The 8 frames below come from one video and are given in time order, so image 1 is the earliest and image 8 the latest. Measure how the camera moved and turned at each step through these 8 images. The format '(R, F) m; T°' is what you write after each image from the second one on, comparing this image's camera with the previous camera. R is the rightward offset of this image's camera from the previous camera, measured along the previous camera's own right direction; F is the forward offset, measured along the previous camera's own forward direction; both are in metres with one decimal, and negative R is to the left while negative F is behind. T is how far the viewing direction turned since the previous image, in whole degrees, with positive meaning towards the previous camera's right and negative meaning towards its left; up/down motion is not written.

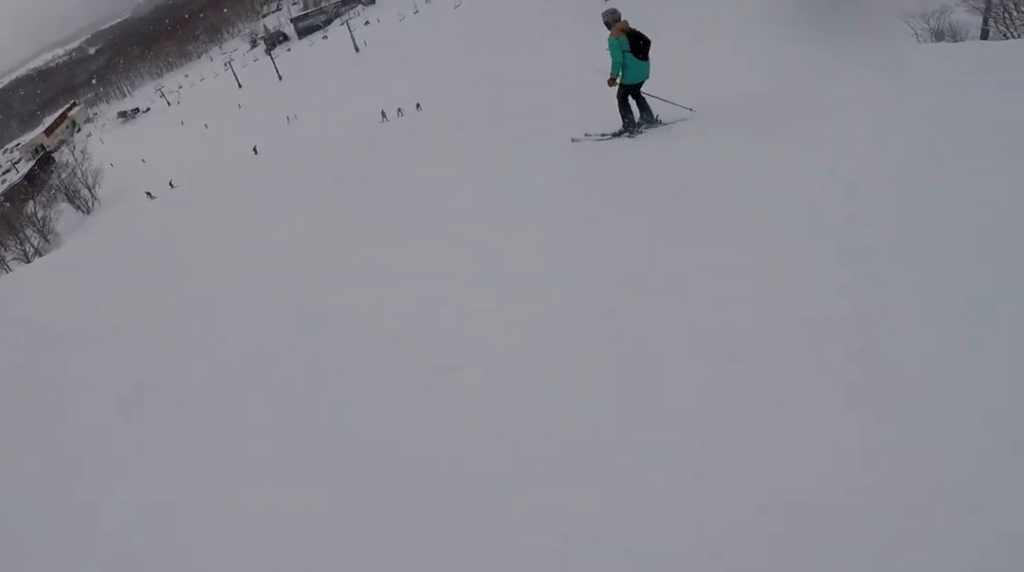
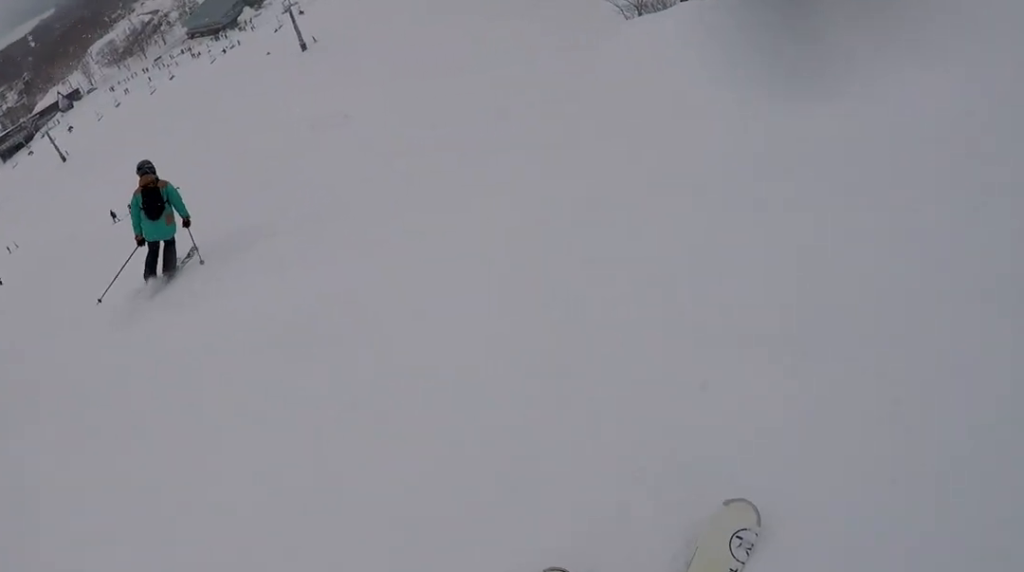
(+0.7, +3.4) m; +34°
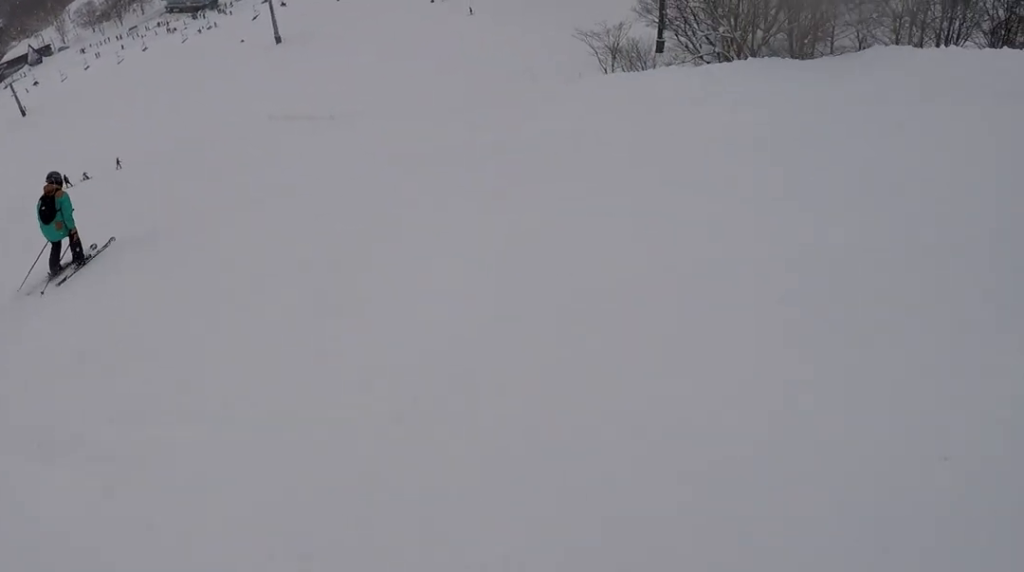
(+1.0, +2.0) m; +2°
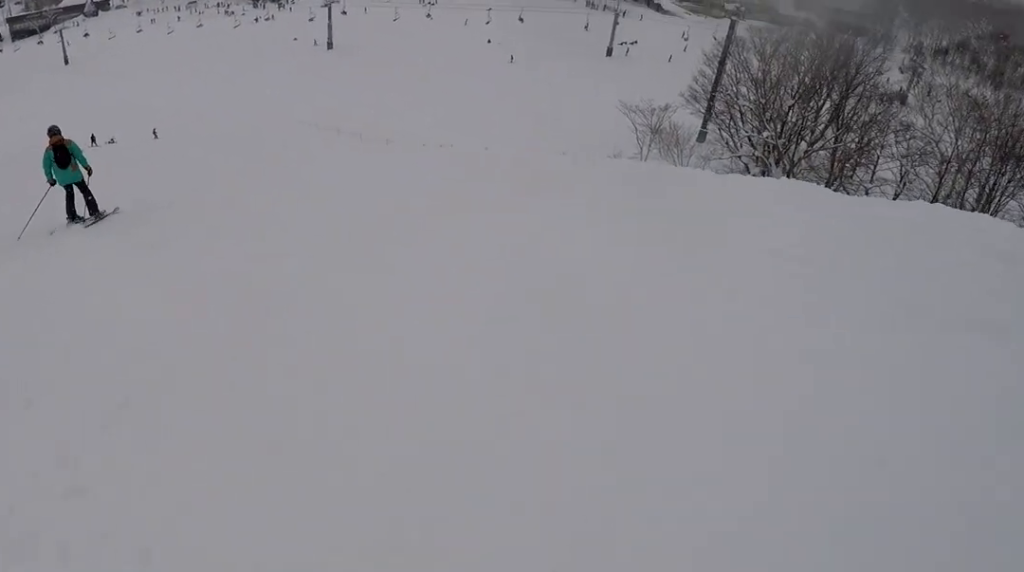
(+0.5, +1.8) m; -5°
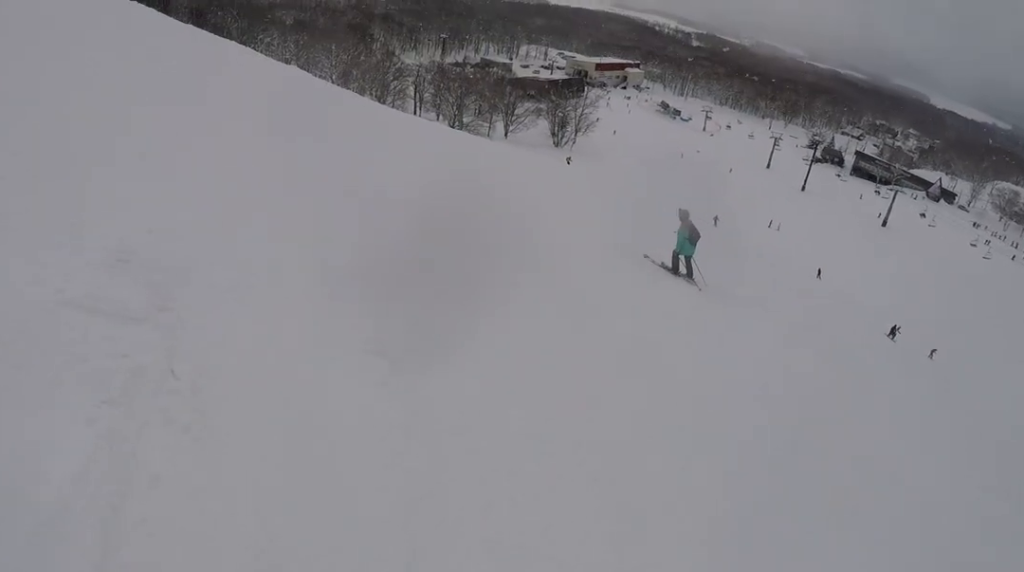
(-6.3, +3.9) m; -94°
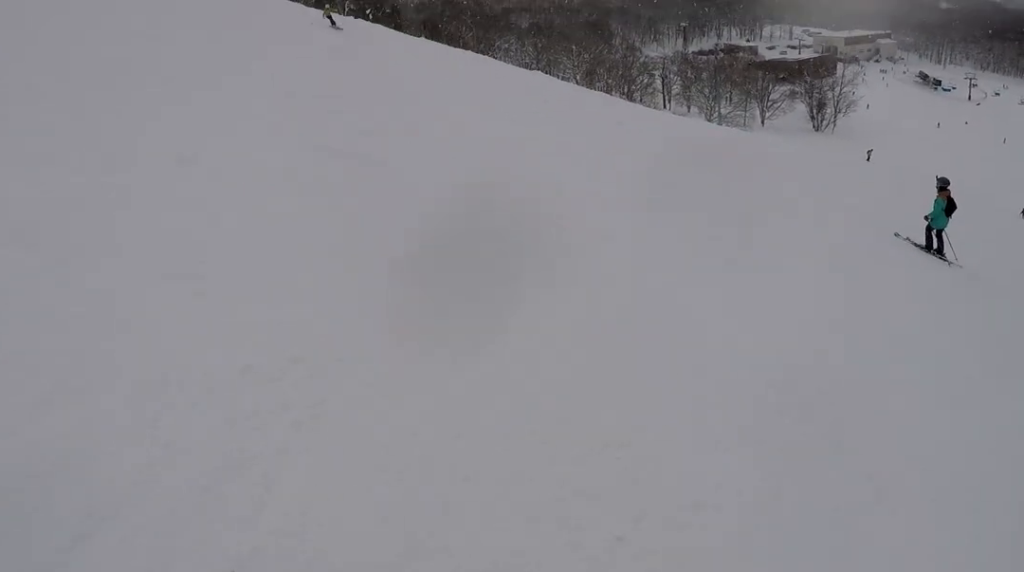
(-0.2, +5.4) m; +12°
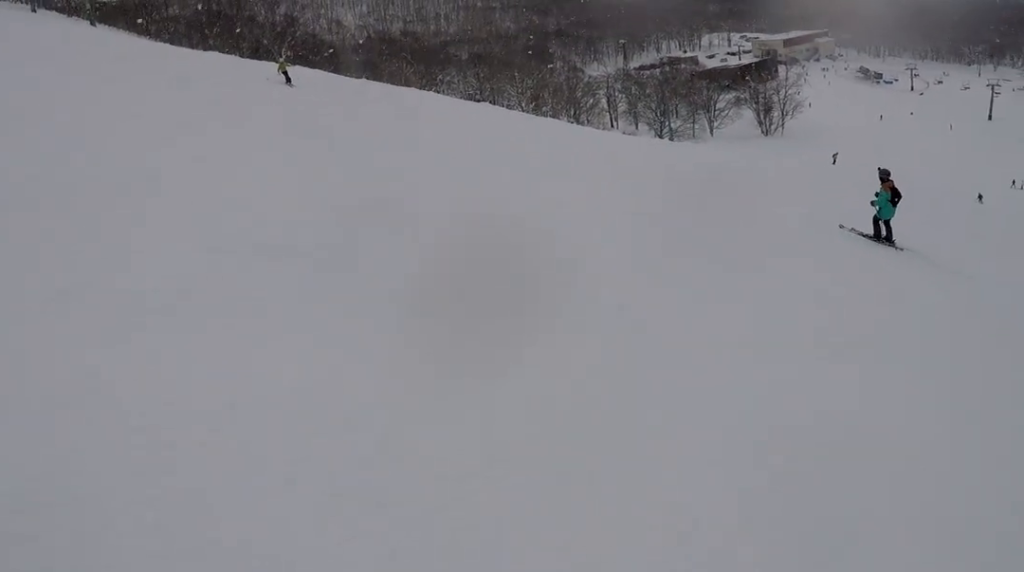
(+0.1, +2.2) m; +11°
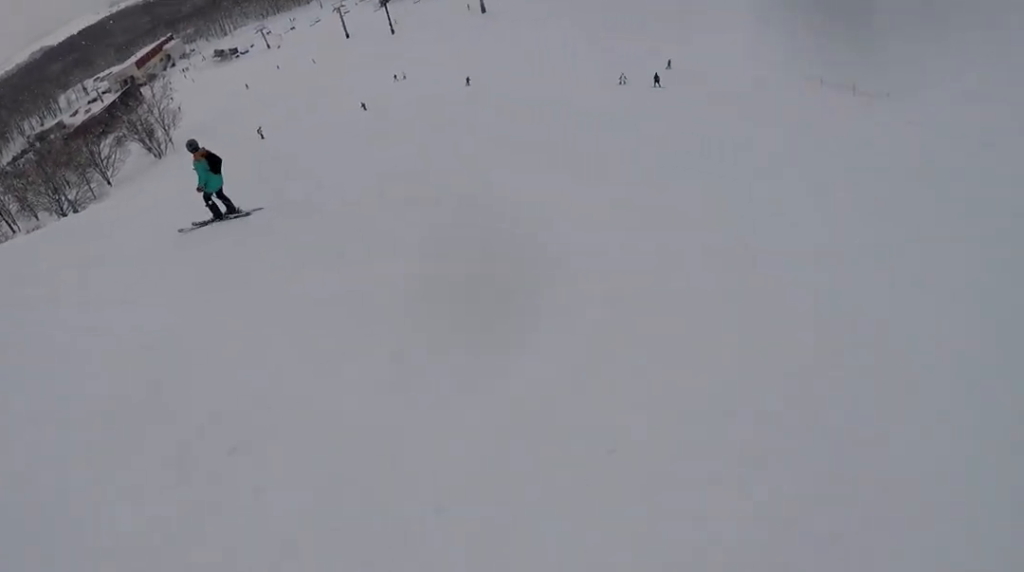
(+0.9, +4.6) m; +40°
